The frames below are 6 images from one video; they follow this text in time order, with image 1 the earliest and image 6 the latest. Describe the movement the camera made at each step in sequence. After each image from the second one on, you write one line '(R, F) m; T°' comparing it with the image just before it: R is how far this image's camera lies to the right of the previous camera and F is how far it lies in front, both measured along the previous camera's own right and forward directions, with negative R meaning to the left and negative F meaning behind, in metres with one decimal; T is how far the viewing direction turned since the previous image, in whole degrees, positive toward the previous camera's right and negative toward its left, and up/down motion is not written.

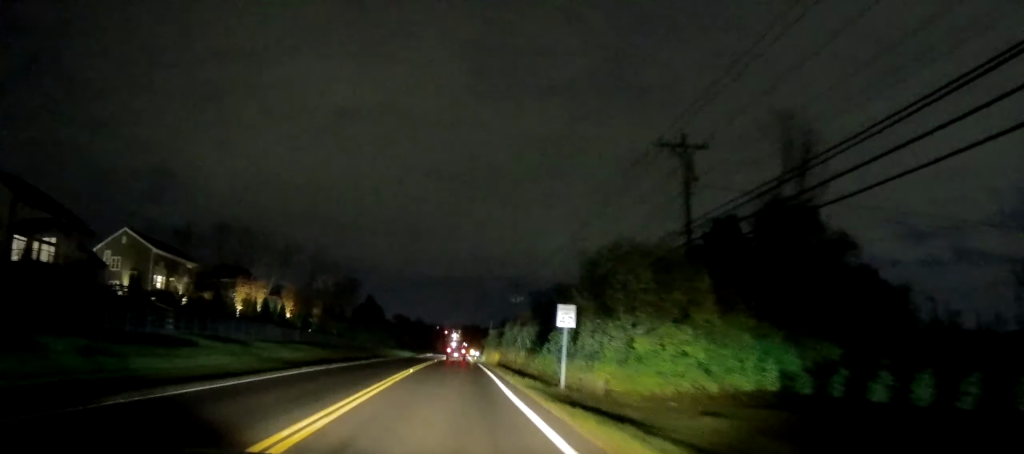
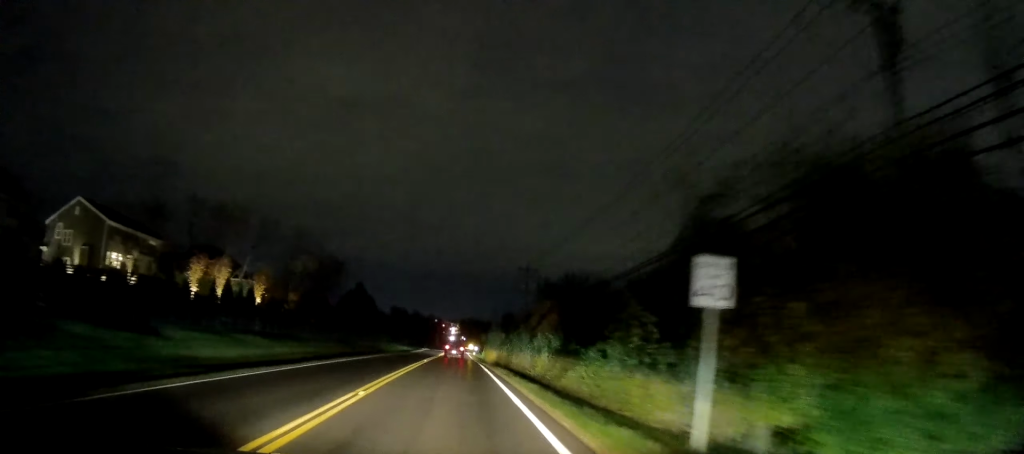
(0.0, +11.9) m; +1°
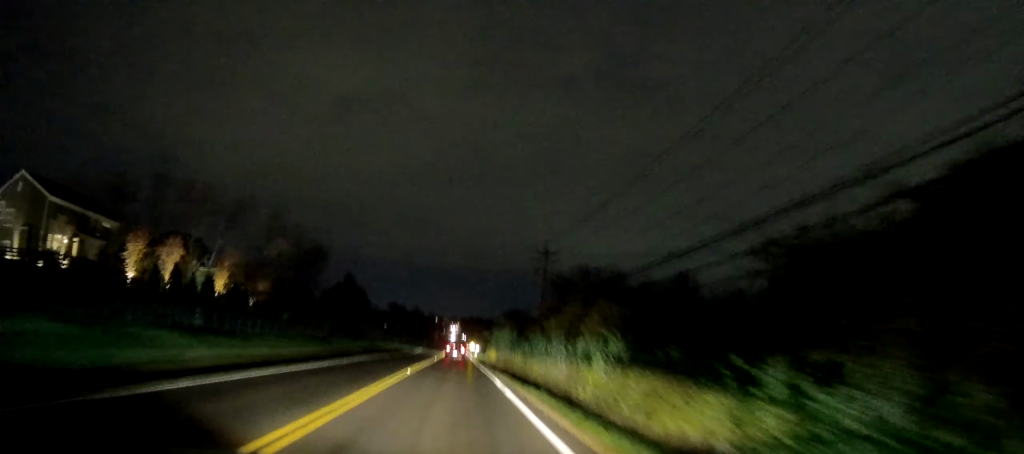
(0.0, +11.9) m; +1°
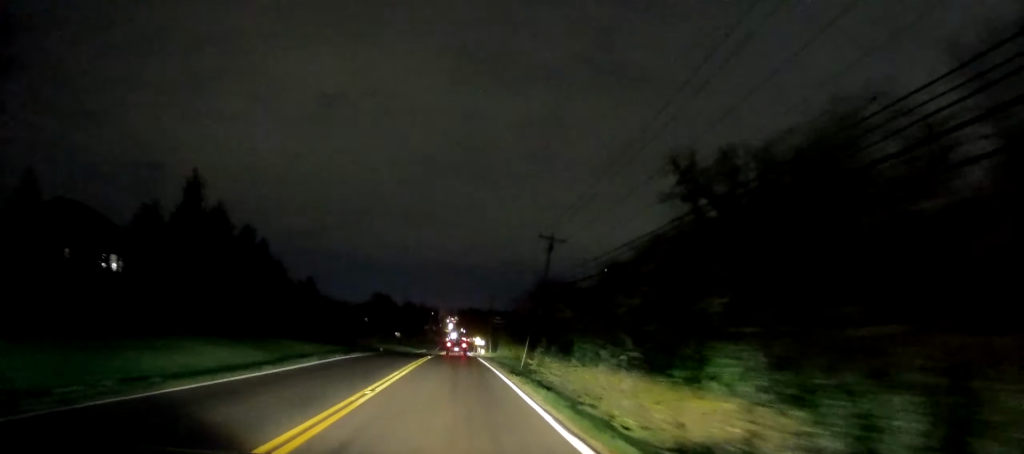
(-0.8, +57.8) m; -1°
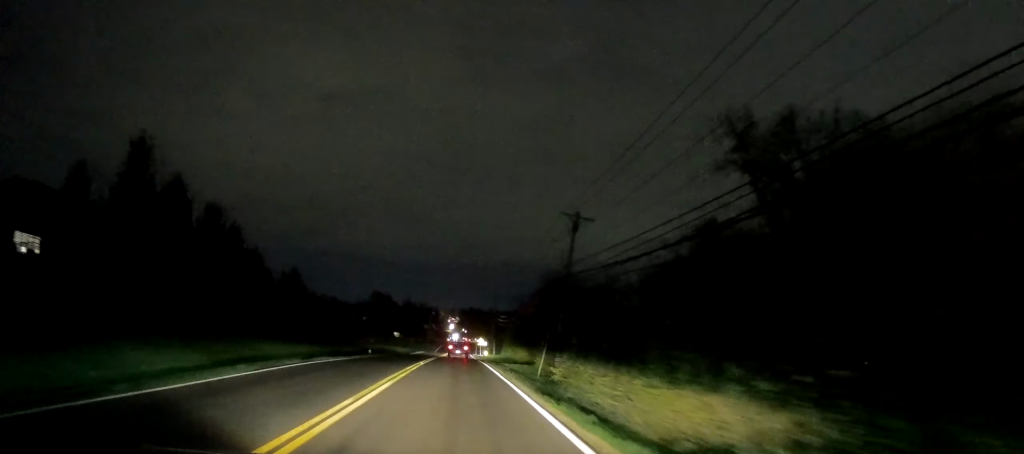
(+0.4, +8.2) m; -1°
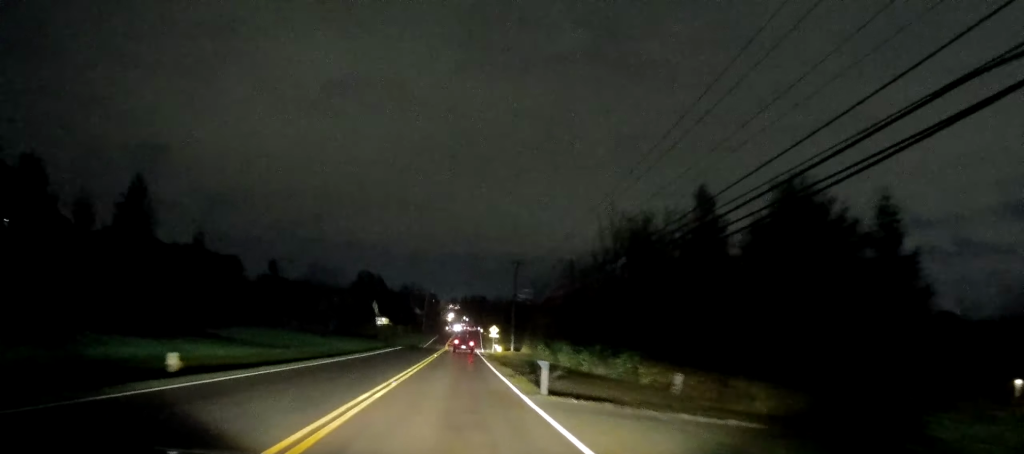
(-0.5, +36.2) m; 0°
